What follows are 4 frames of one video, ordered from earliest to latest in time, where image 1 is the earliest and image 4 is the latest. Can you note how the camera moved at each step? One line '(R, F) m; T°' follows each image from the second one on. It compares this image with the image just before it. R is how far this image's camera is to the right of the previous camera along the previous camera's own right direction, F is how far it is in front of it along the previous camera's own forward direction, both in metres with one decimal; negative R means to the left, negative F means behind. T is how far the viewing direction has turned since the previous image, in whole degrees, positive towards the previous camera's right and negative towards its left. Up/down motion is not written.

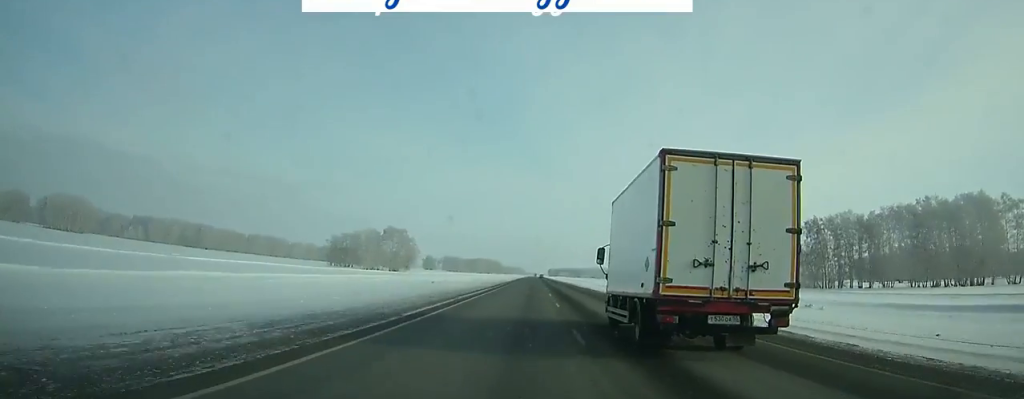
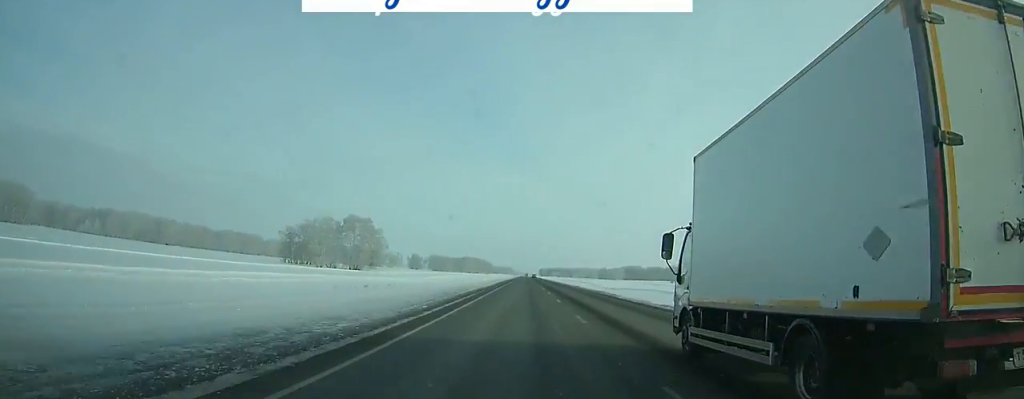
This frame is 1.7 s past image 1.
(+0.2, +44.7) m; +1°
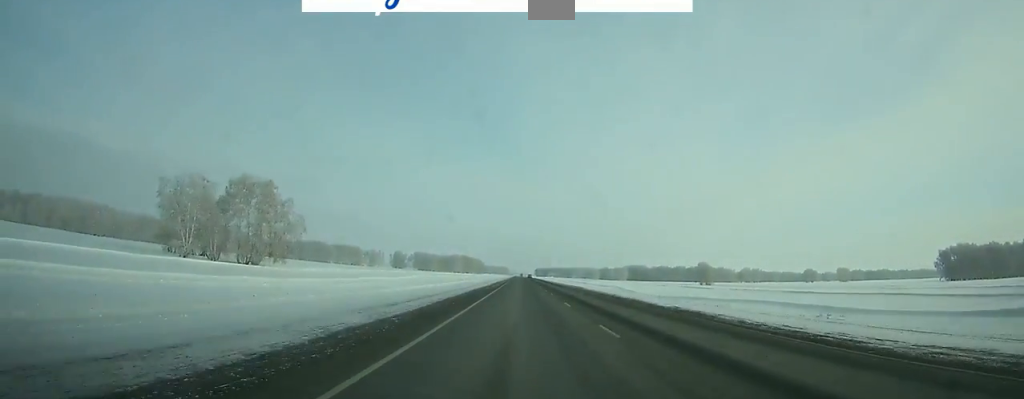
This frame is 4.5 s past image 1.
(+0.5, +77.7) m; +1°
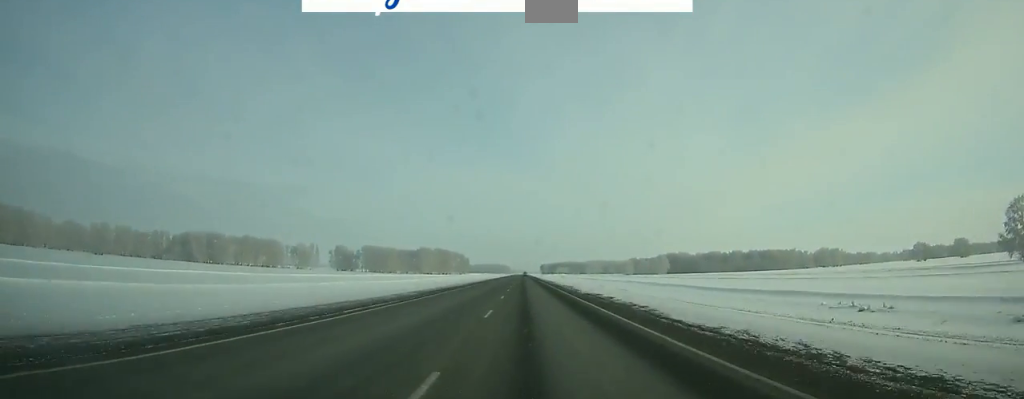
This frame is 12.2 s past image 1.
(-0.2, +225.1) m; 0°
